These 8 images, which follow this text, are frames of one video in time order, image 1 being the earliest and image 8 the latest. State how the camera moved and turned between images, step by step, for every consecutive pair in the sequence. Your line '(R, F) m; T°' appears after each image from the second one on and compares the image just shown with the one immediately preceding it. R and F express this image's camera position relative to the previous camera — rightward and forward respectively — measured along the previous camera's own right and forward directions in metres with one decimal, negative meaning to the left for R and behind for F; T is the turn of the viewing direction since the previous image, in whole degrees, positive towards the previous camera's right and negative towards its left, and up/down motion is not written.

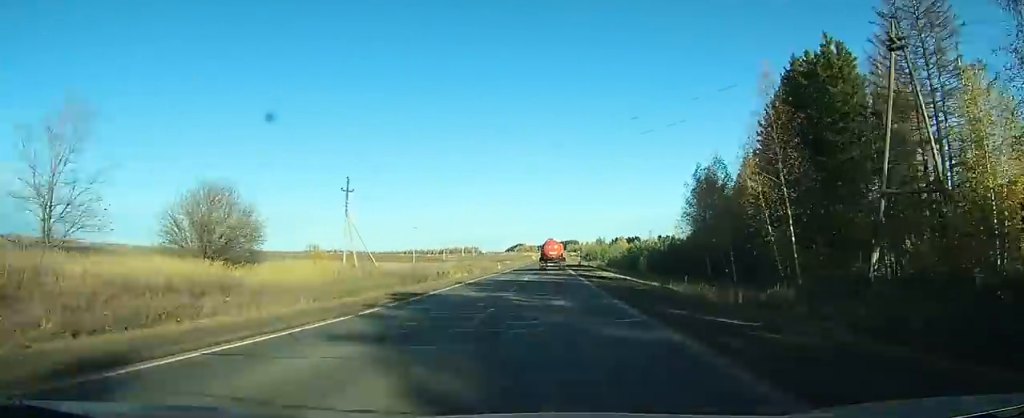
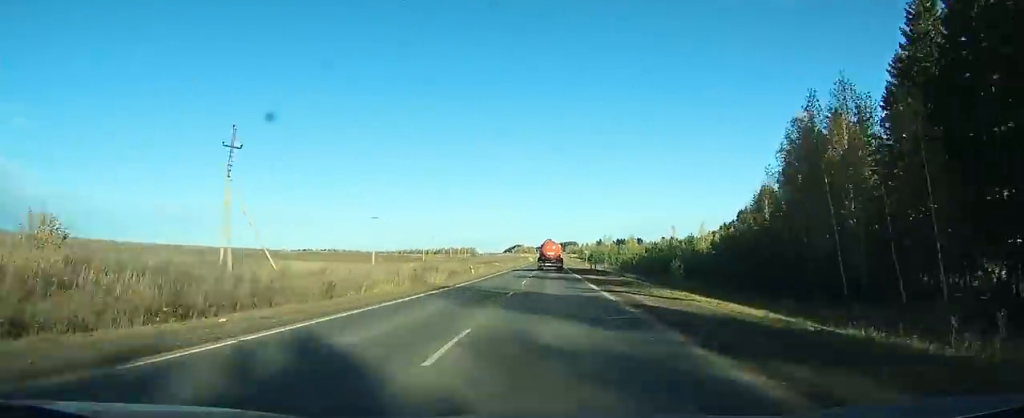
(+0.2, +28.0) m; 0°
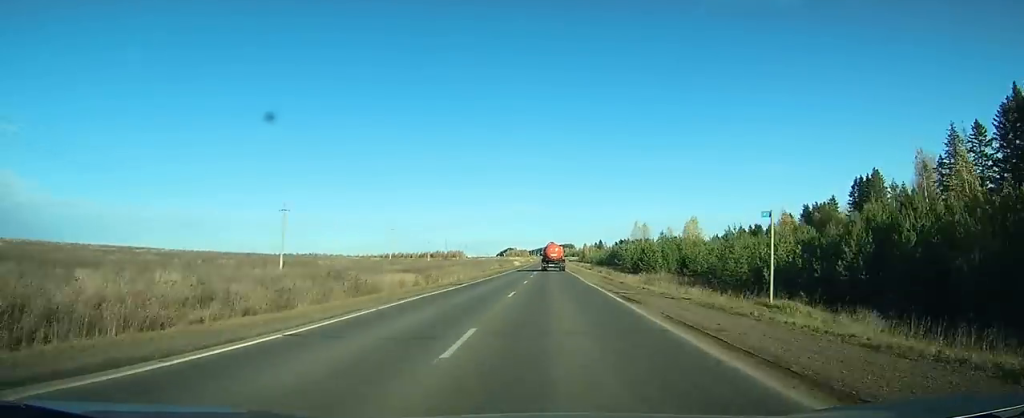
(+0.7, +80.7) m; +1°
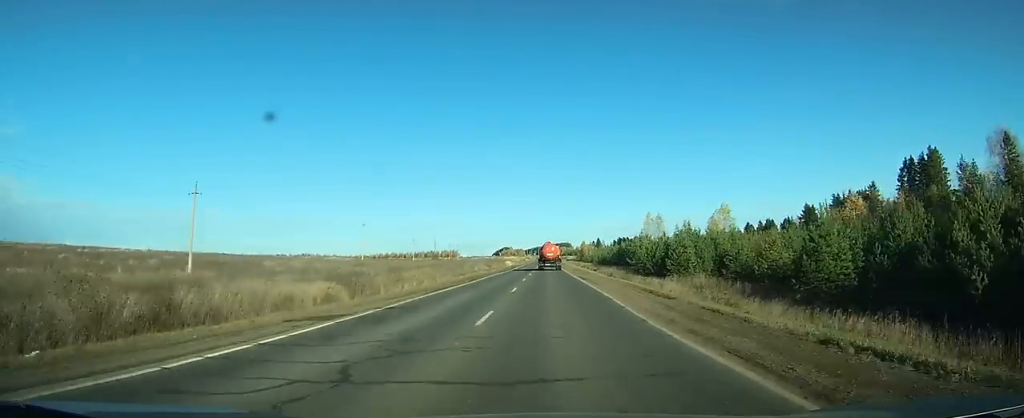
(0.0, +19.5) m; 0°
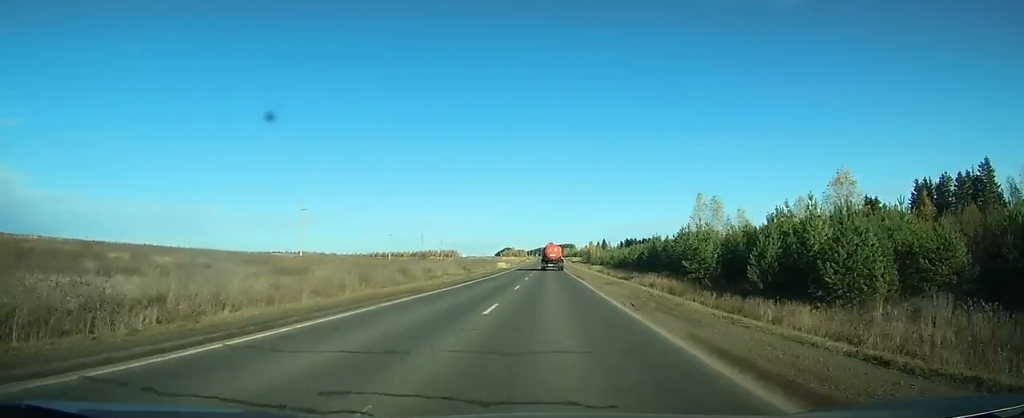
(+0.1, +33.5) m; 0°
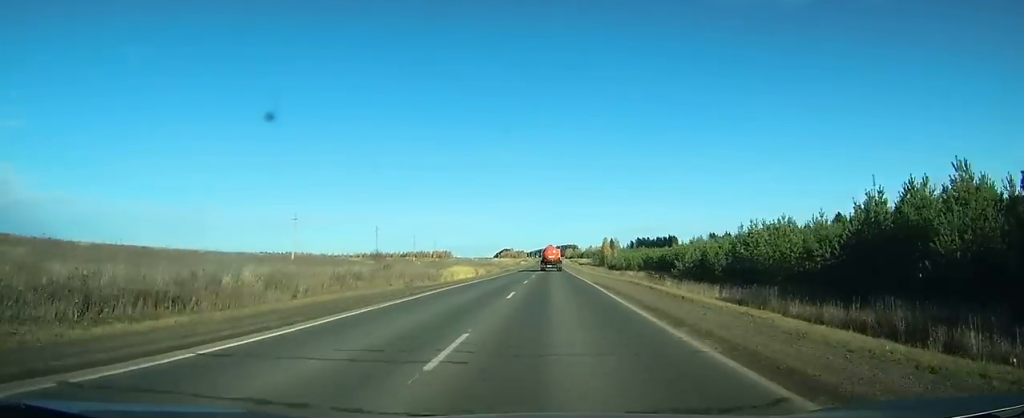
(-0.7, +66.0) m; -1°
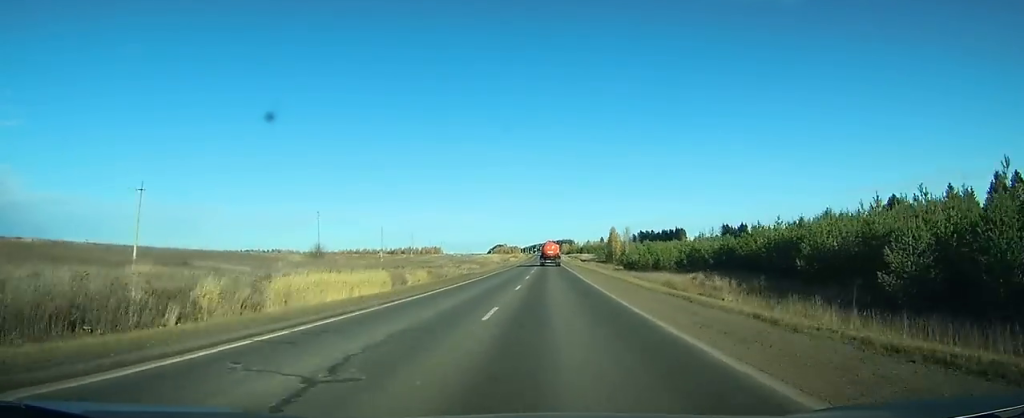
(-0.1, +42.6) m; 0°
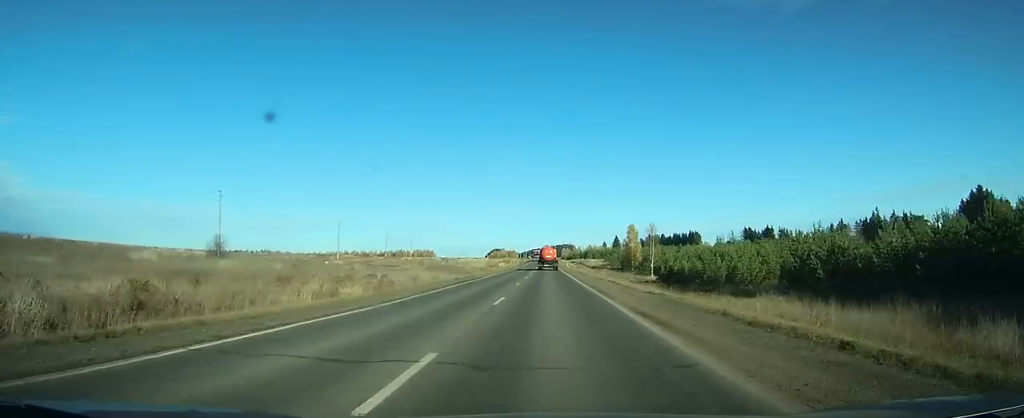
(+0.2, +42.9) m; 0°
